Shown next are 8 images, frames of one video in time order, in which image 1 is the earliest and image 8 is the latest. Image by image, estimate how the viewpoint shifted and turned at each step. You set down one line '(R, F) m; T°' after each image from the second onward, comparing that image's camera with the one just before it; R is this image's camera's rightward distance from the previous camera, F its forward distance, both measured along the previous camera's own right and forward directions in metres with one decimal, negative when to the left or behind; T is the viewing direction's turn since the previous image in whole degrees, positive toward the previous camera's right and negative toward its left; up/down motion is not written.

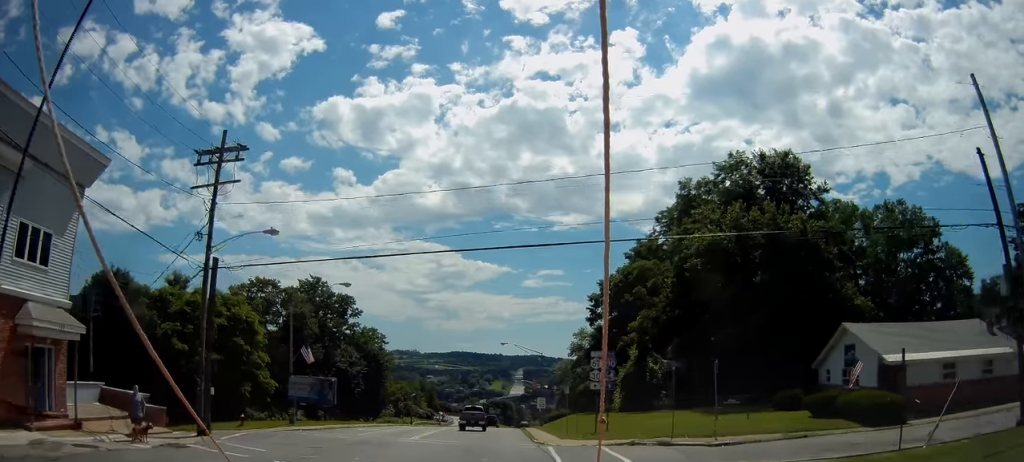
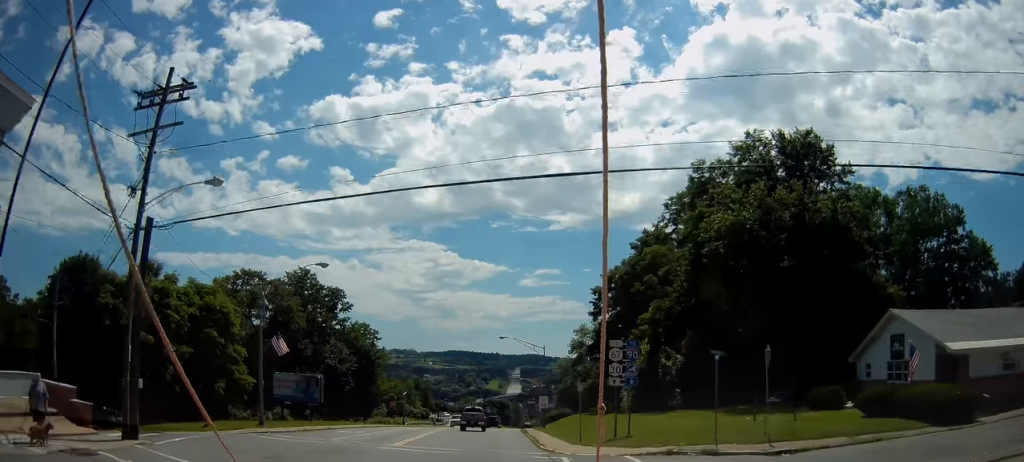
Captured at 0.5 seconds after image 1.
(-0.1, +5.3) m; 0°
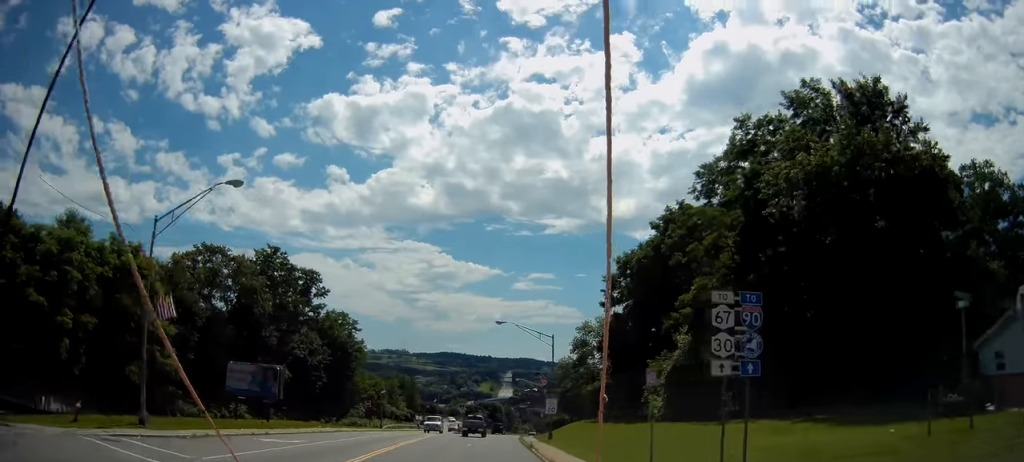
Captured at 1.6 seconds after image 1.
(+0.1, +12.6) m; +2°
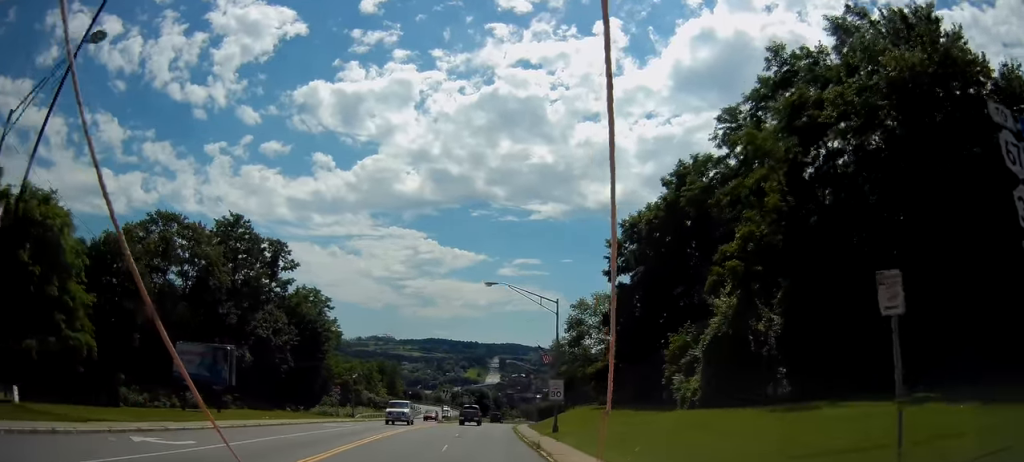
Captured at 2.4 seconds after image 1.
(+0.2, +9.8) m; +1°
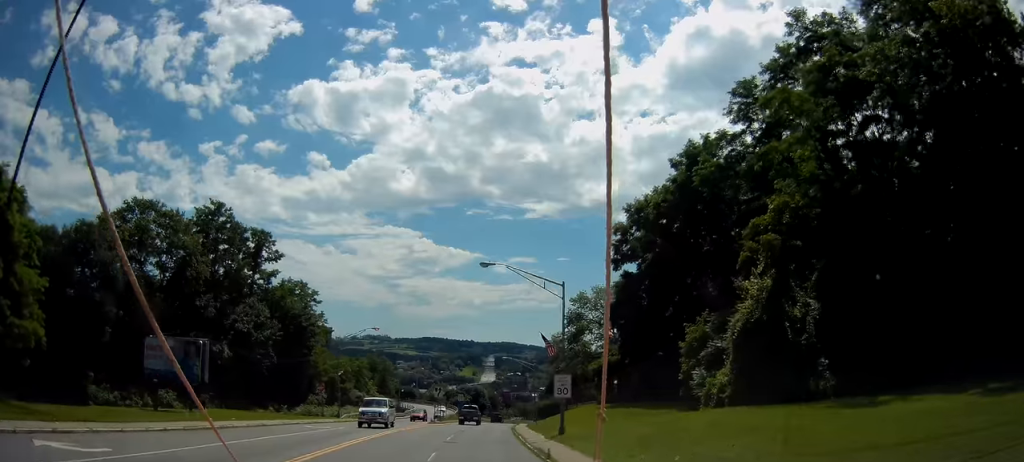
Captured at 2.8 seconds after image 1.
(-0.1, +4.8) m; 0°
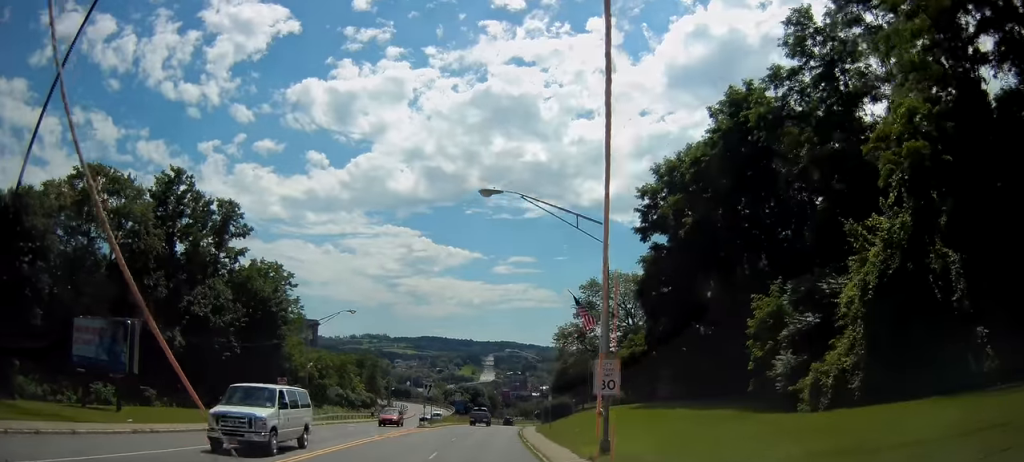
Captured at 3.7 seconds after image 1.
(0.0, +11.2) m; +1°
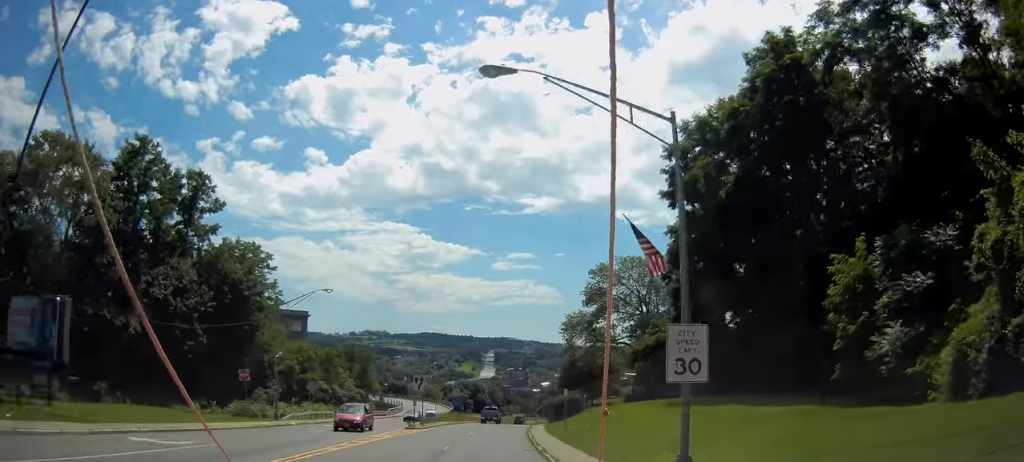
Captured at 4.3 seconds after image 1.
(0.0, +8.1) m; +1°
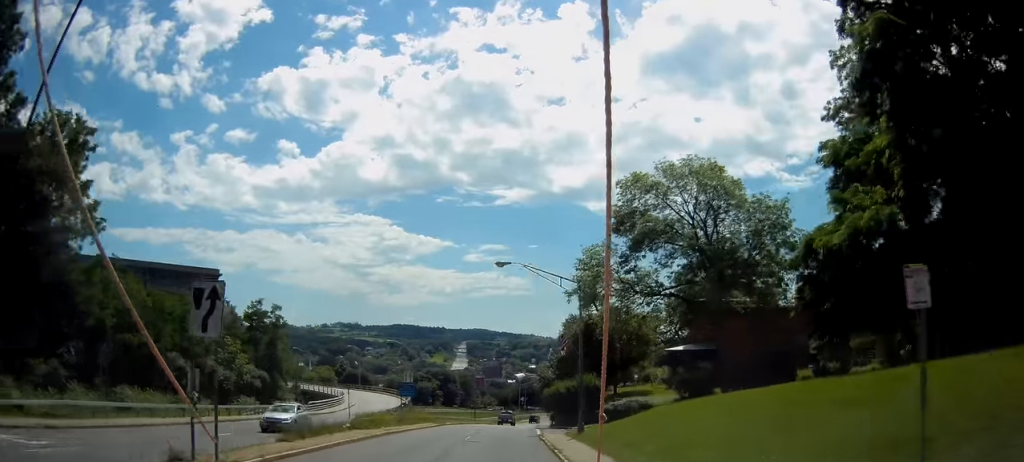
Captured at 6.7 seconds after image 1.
(+0.8, +32.3) m; +3°
